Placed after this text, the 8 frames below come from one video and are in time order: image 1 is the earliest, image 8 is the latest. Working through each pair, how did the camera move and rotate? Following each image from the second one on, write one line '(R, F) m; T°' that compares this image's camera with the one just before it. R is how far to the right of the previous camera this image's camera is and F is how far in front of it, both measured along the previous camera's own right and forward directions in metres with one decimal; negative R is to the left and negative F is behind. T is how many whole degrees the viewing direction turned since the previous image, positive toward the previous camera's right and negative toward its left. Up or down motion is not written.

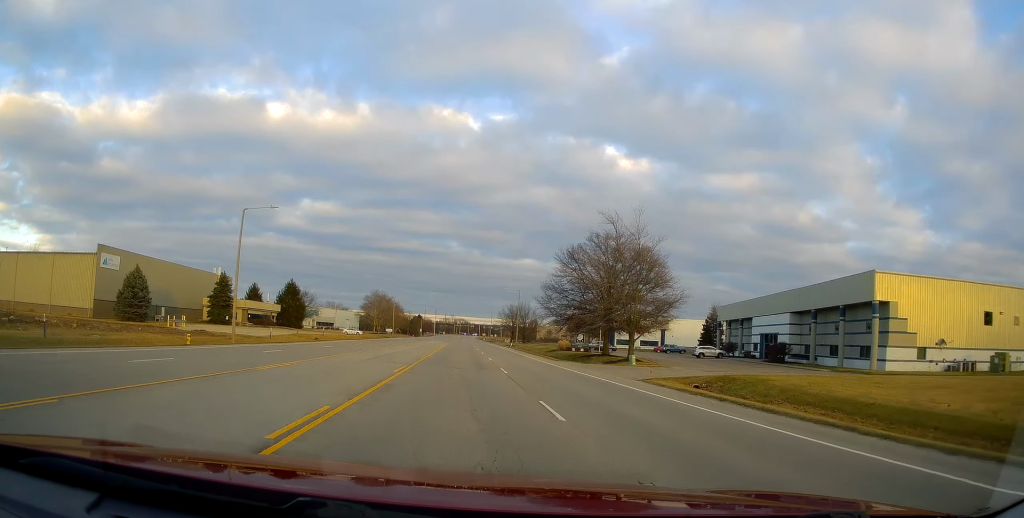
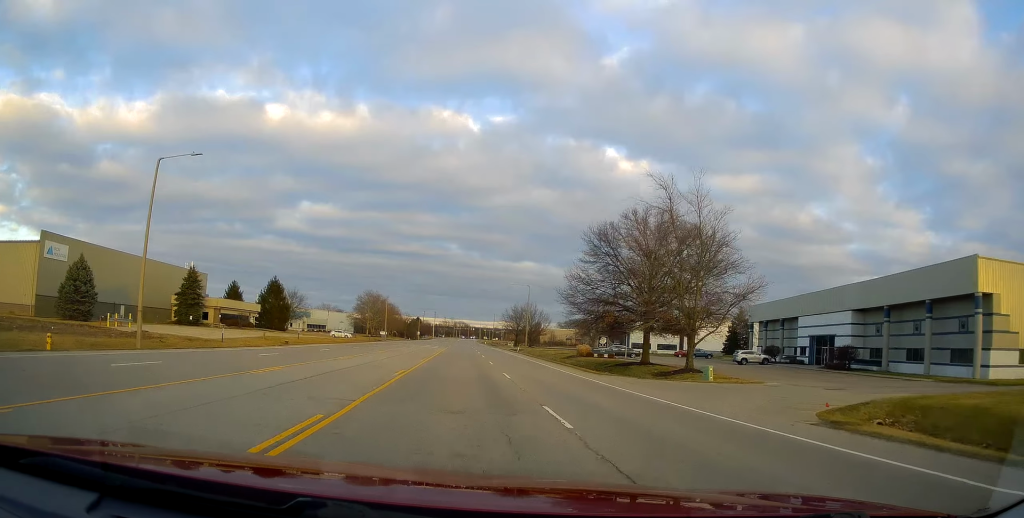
(-0.2, +13.0) m; -1°
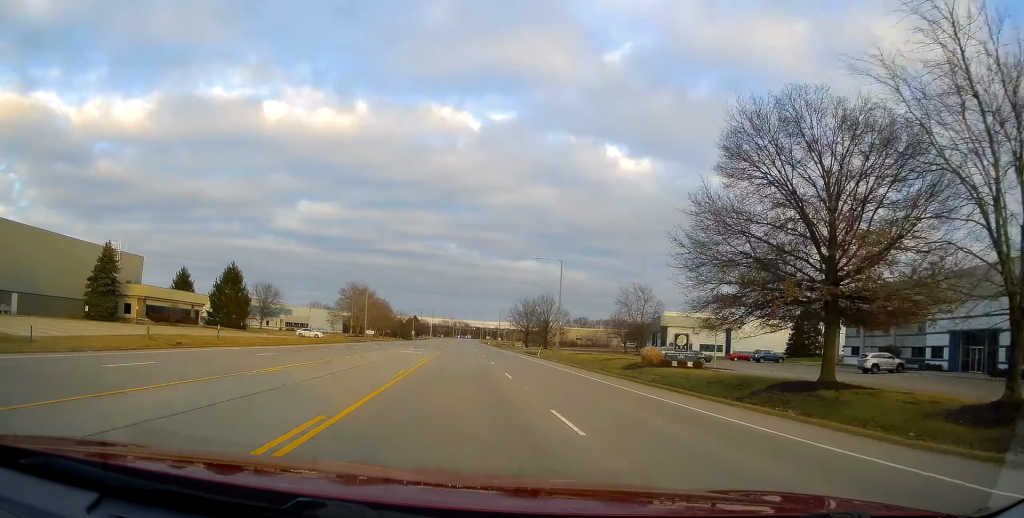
(-0.3, +24.7) m; -1°
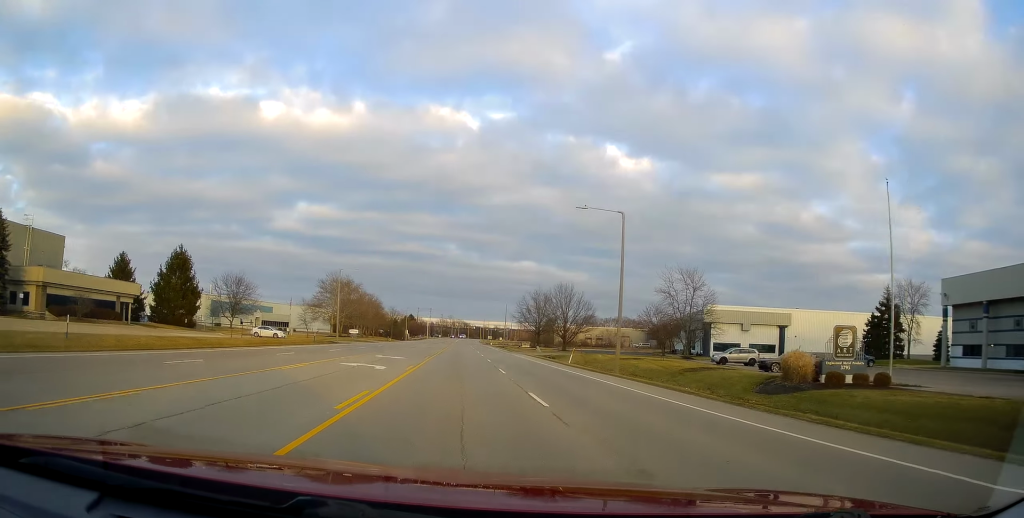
(0.0, +20.5) m; +1°
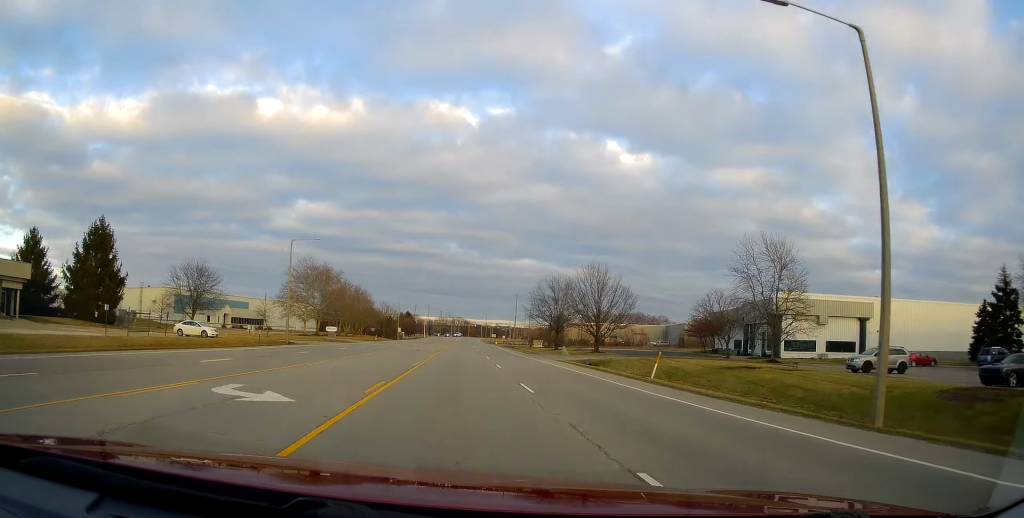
(+0.3, +21.5) m; +1°
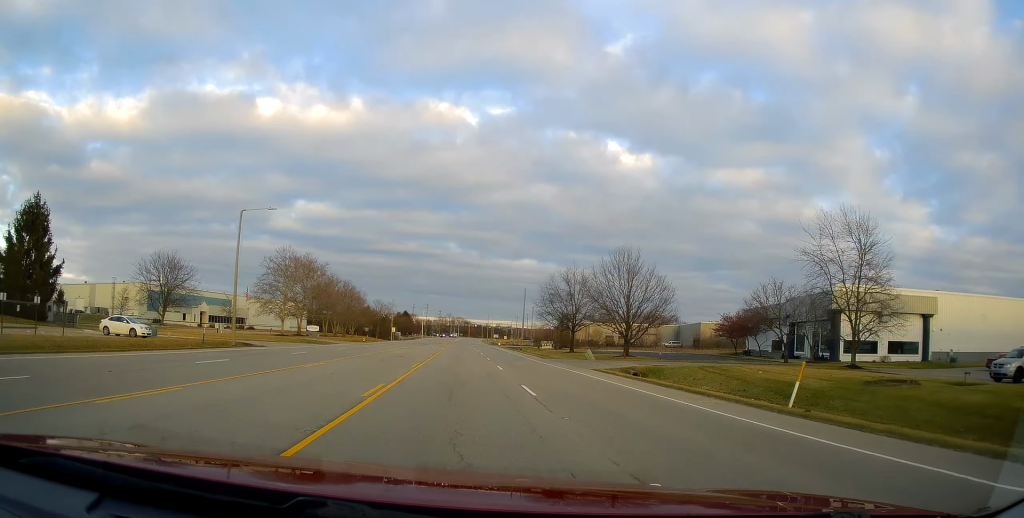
(+0.3, +12.7) m; 0°
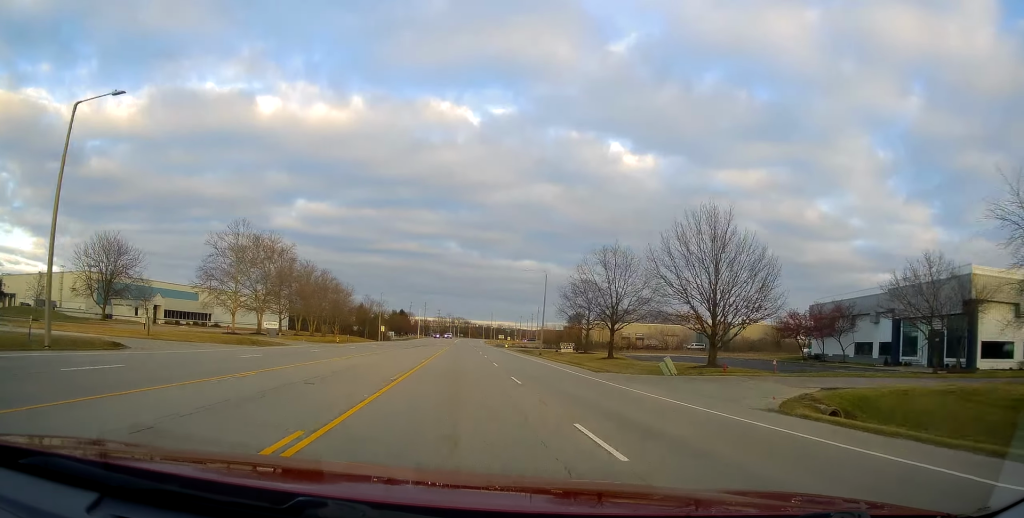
(-0.5, +20.1) m; -1°
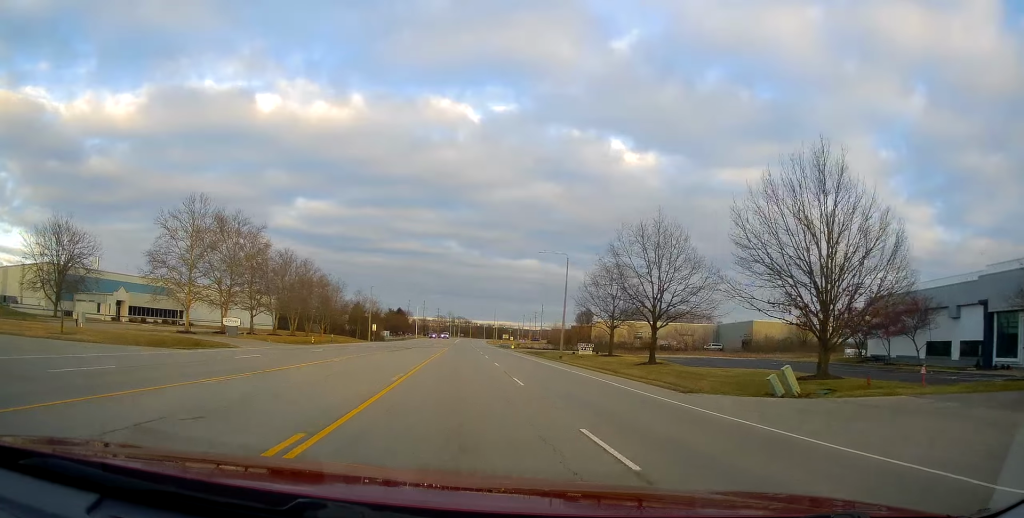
(0.0, +12.6) m; 0°
